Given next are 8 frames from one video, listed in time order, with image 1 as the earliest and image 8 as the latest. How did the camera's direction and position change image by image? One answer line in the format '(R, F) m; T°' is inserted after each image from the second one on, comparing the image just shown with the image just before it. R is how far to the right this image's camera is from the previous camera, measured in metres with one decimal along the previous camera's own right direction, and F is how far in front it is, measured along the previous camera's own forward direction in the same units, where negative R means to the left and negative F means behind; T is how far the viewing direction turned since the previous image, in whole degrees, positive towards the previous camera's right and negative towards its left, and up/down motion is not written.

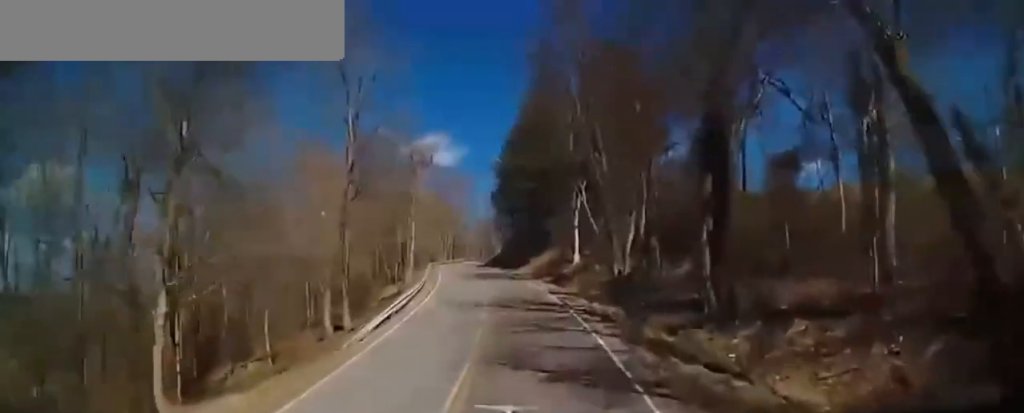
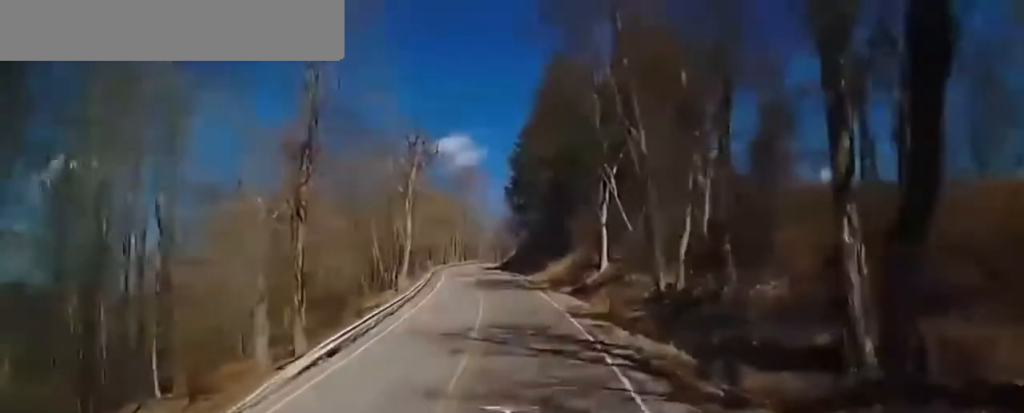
(+0.1, +9.6) m; 0°
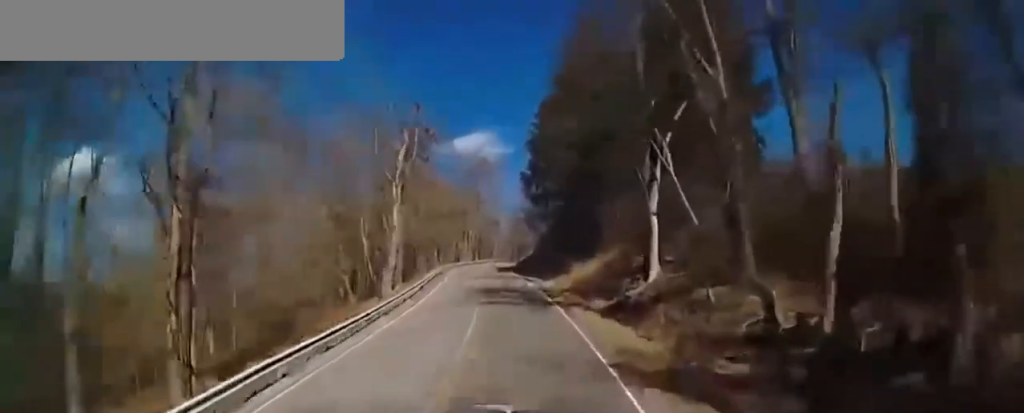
(-0.1, +11.1) m; 0°
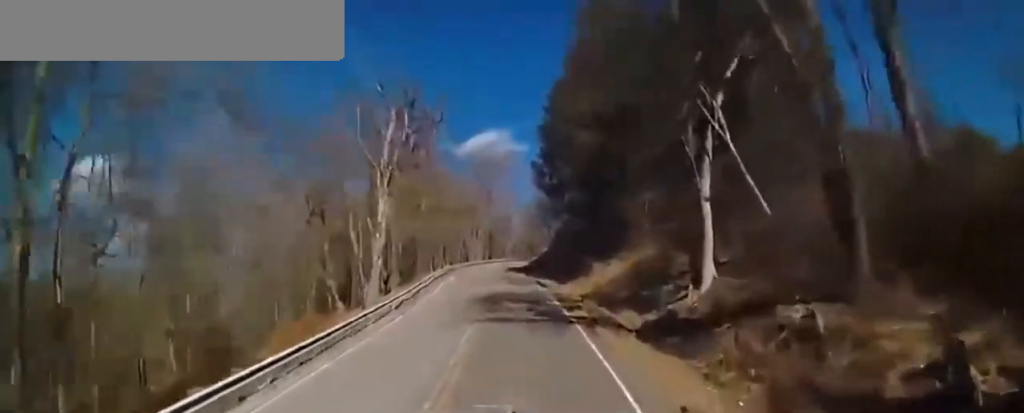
(-0.3, +7.0) m; +1°
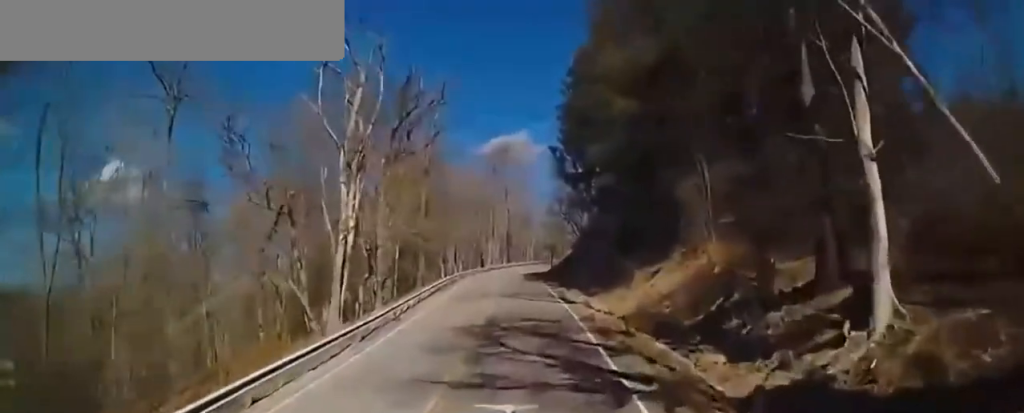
(+0.8, +9.1) m; -4°
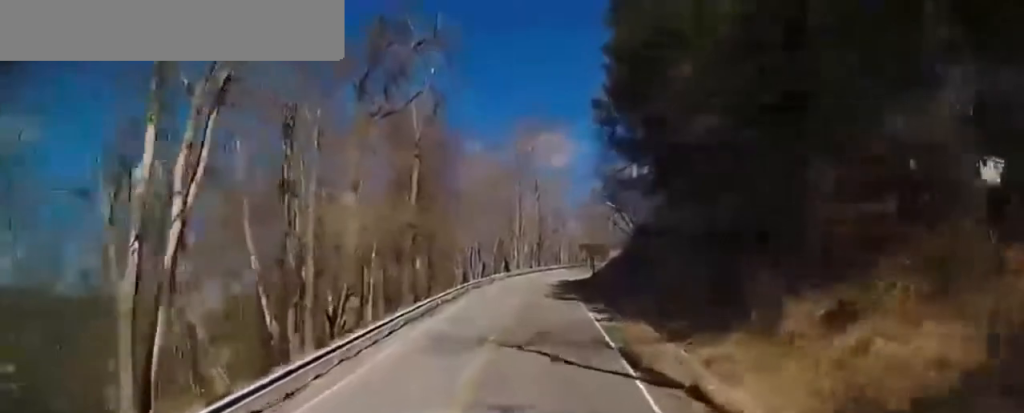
(-1.9, +14.2) m; -8°
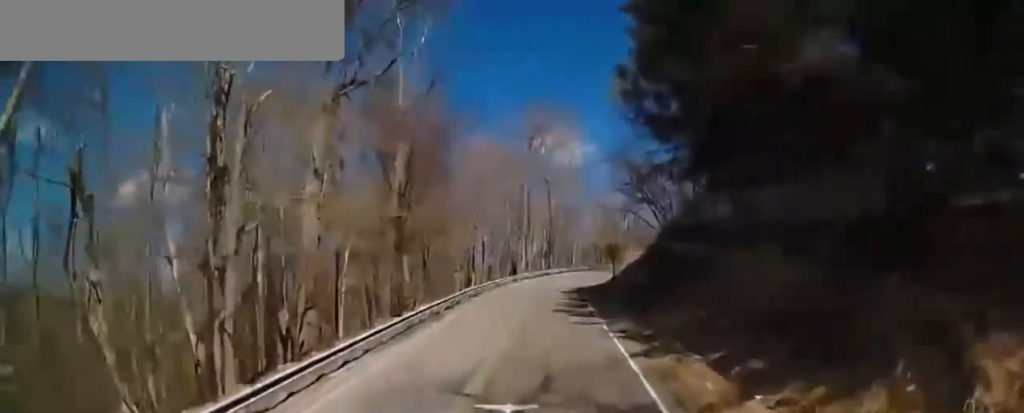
(+0.2, +6.0) m; +2°
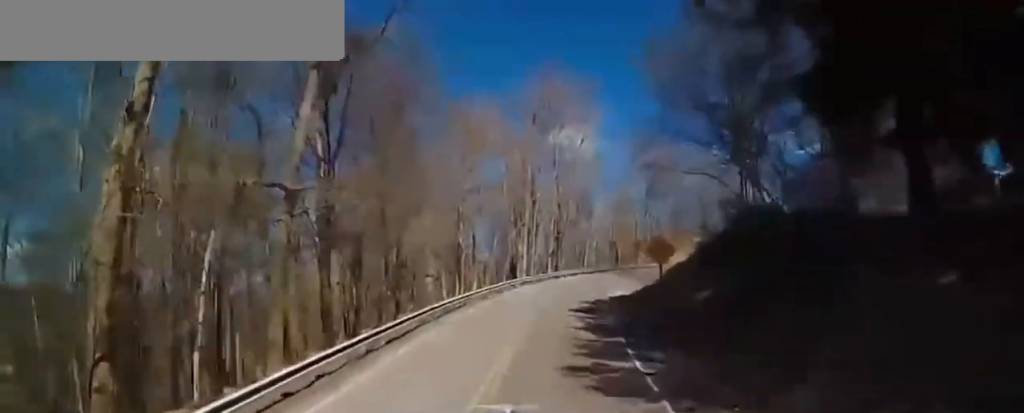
(+0.3, +12.1) m; -3°
